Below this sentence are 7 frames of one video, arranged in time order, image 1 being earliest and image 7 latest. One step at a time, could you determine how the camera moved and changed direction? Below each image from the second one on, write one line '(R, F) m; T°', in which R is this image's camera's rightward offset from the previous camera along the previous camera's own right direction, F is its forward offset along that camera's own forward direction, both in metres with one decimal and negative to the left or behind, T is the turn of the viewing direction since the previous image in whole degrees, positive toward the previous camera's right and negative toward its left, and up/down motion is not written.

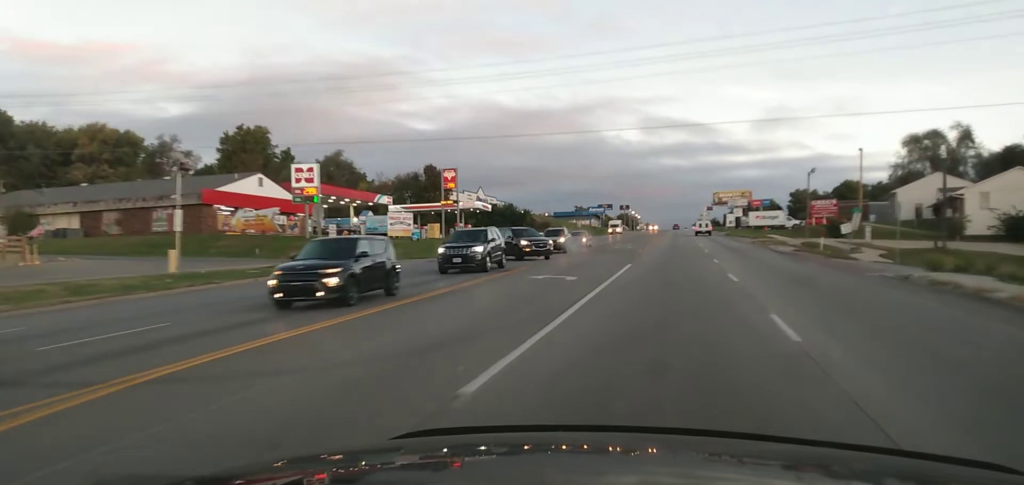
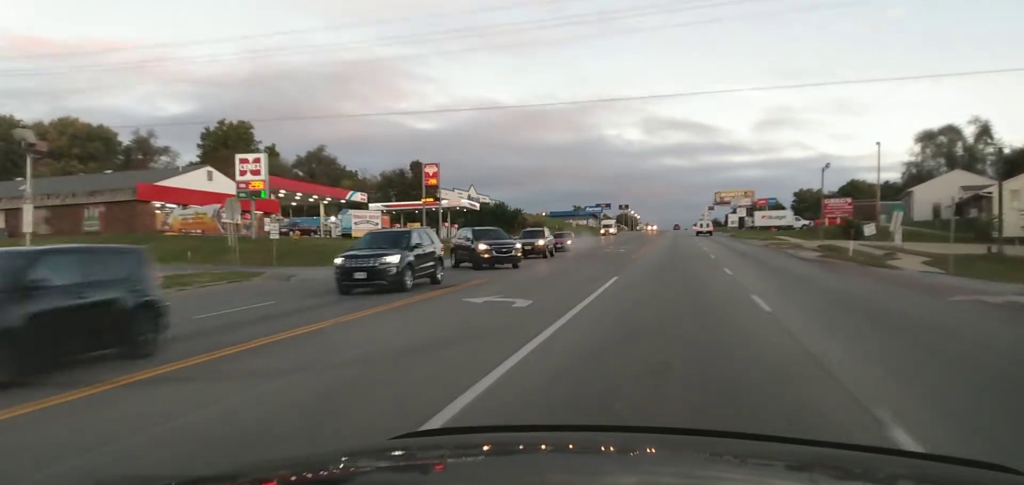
(0.0, +7.8) m; 0°
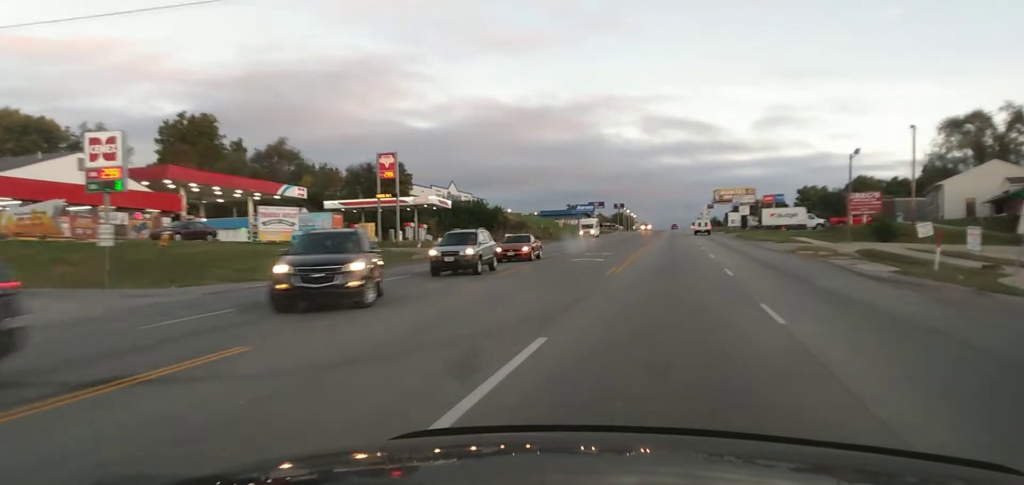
(-0.1, +13.5) m; +1°
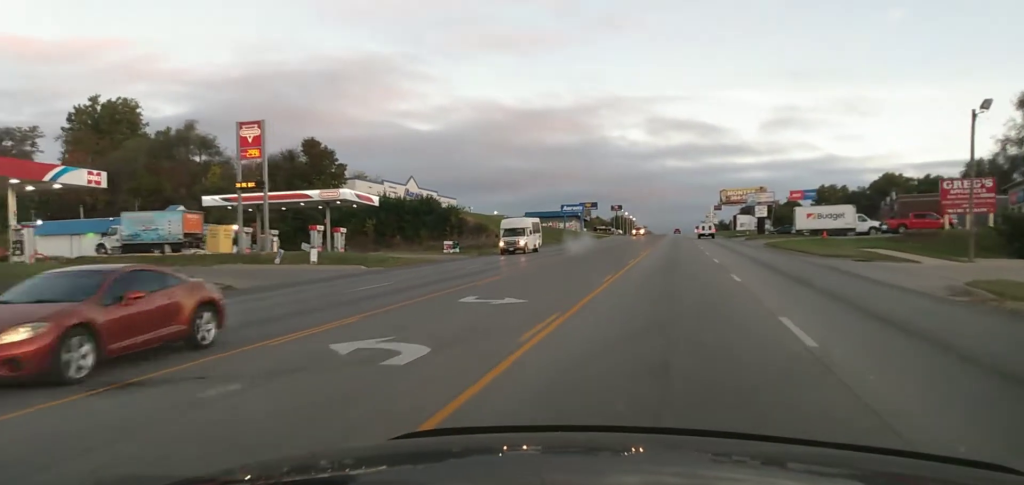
(+0.5, +24.9) m; +1°
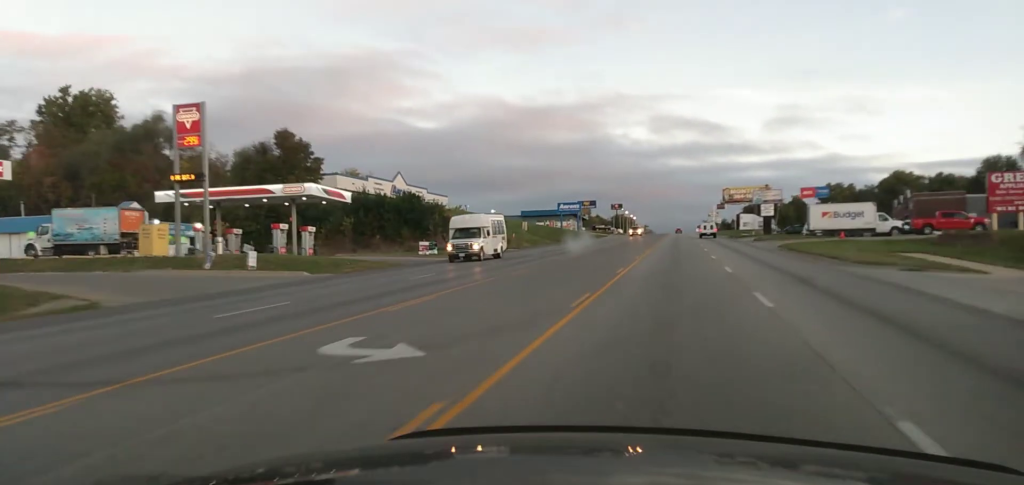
(0.0, +7.1) m; -1°
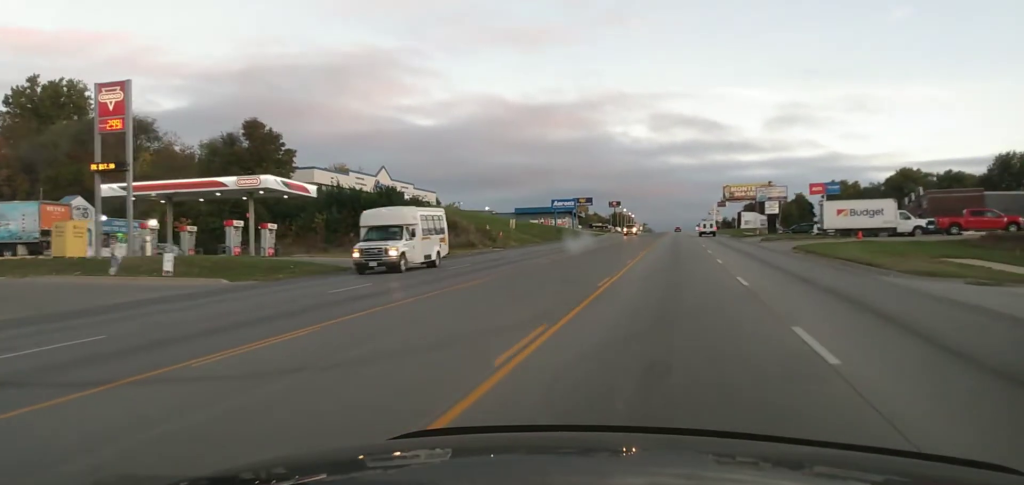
(-0.1, +8.2) m; 0°
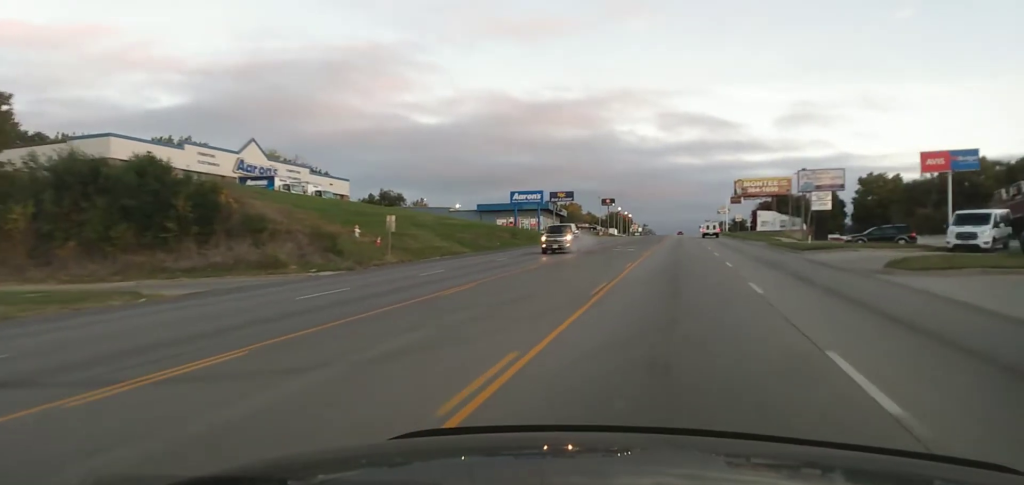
(+0.7, +36.7) m; +2°
